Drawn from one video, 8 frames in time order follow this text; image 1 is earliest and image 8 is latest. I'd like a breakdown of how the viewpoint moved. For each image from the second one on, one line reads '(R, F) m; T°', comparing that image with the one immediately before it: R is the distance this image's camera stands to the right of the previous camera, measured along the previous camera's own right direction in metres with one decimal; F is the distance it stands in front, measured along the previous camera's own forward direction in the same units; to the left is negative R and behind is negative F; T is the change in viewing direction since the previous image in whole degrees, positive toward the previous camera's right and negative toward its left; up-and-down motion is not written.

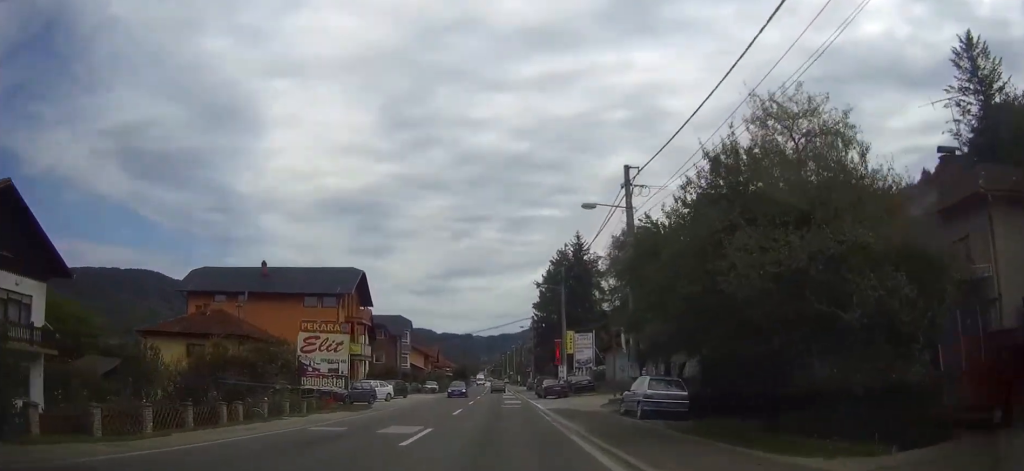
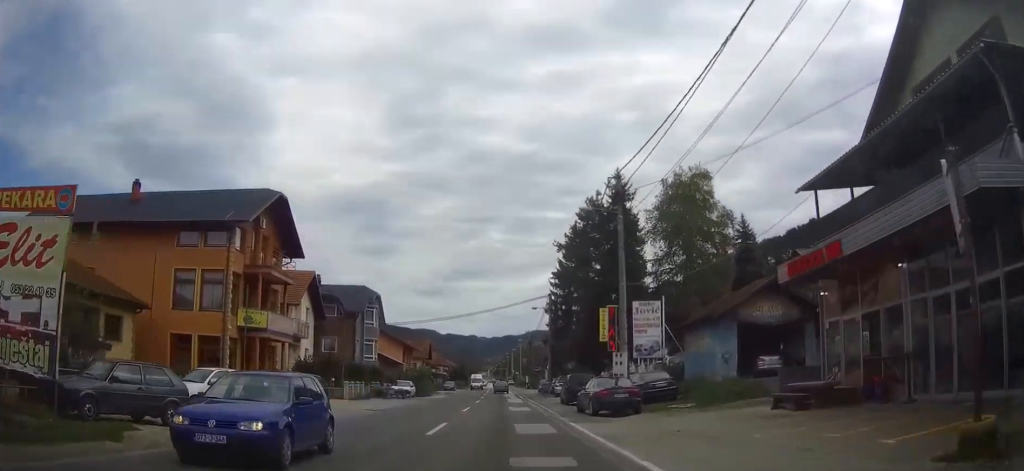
(-0.1, +25.8) m; 0°
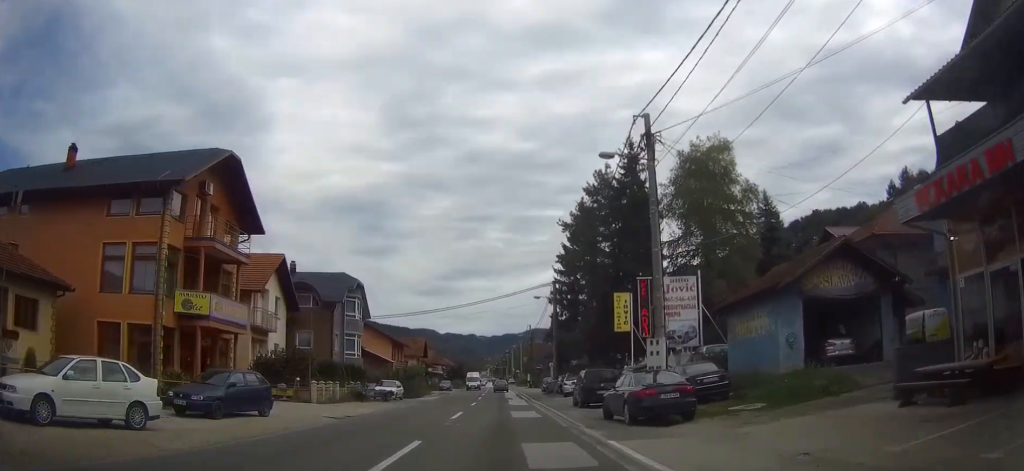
(0.0, +7.3) m; 0°
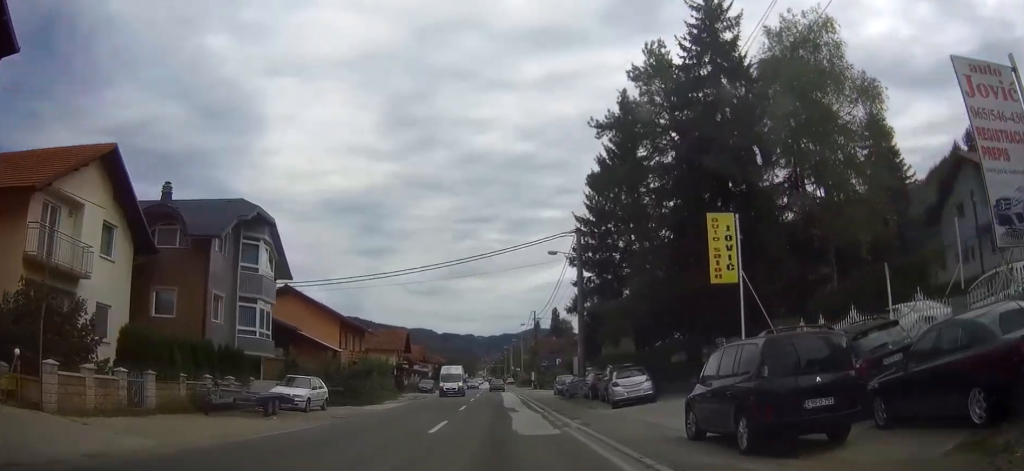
(0.0, +21.9) m; 0°
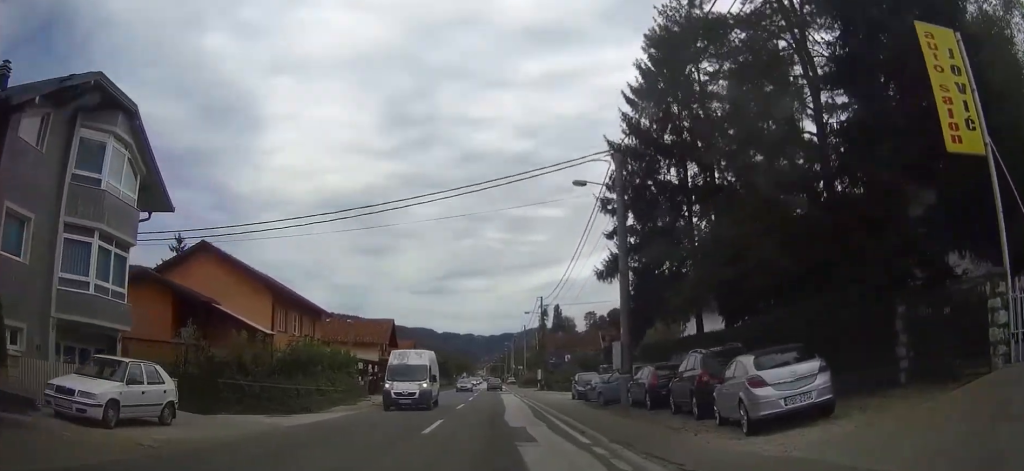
(+0.1, +14.6) m; 0°
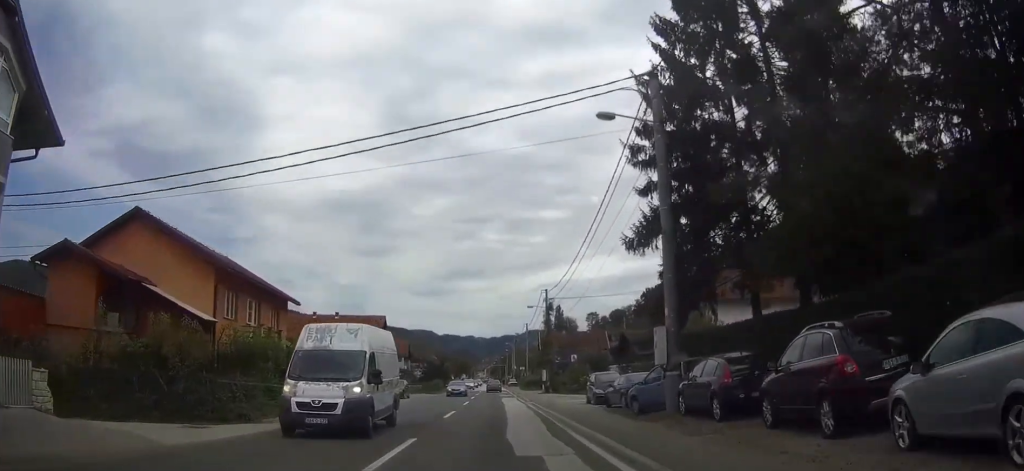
(-0.1, +7.3) m; 0°
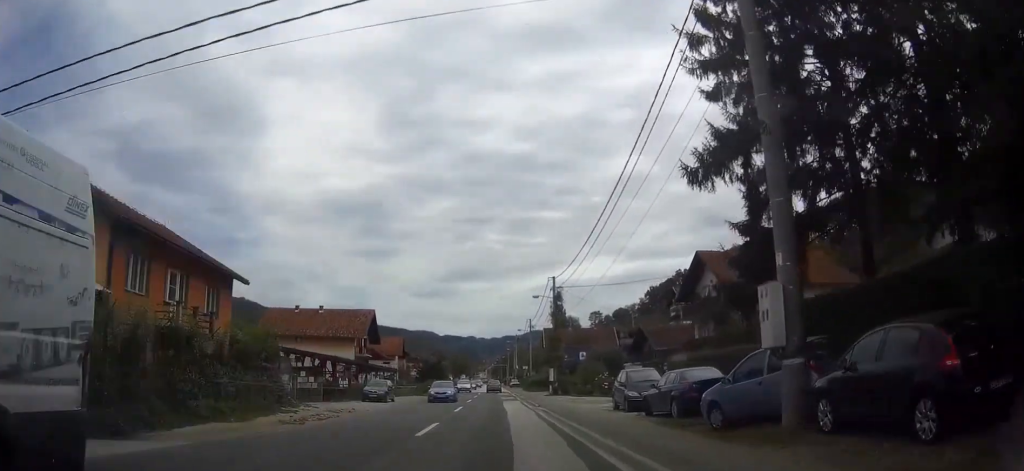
(0.0, +8.2) m; 0°
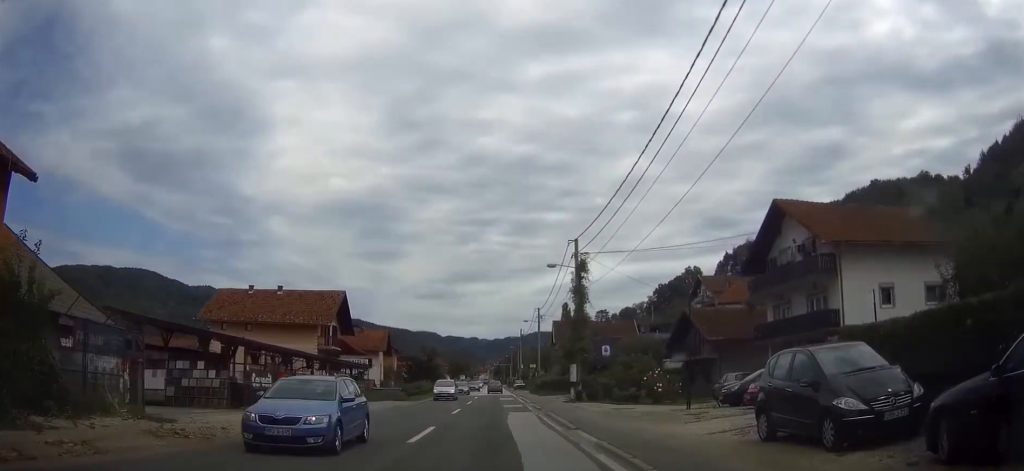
(+0.1, +15.8) m; 0°
